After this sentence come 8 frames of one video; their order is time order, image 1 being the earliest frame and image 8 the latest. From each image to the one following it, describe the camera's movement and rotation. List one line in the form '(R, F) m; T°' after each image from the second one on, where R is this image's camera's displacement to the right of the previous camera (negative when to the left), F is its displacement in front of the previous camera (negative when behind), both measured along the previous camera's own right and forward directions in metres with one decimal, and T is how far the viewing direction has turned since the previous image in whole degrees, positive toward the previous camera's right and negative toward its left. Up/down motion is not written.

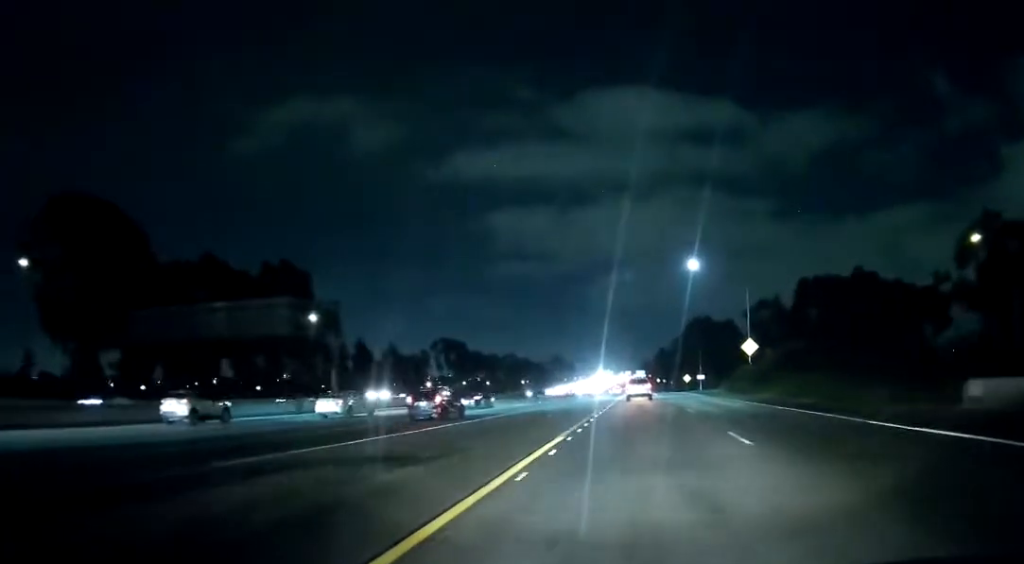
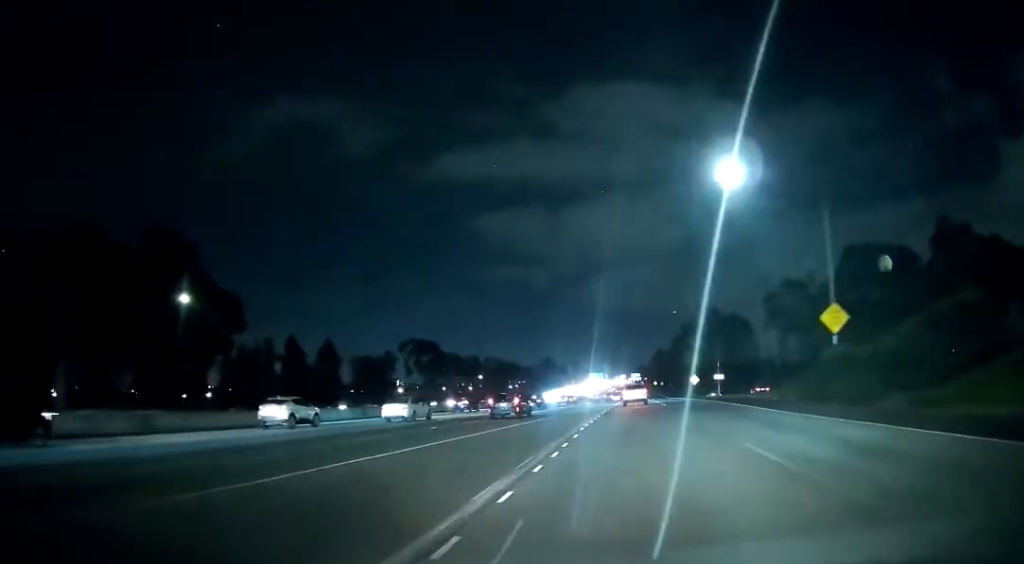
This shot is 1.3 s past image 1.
(+0.3, +32.7) m; +2°
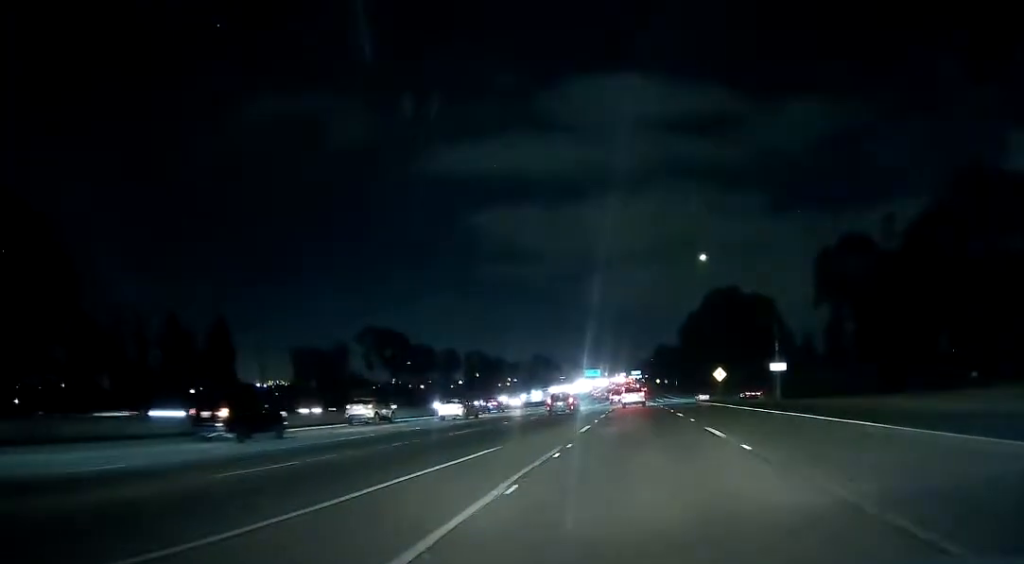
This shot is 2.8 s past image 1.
(+0.2, +38.0) m; -1°
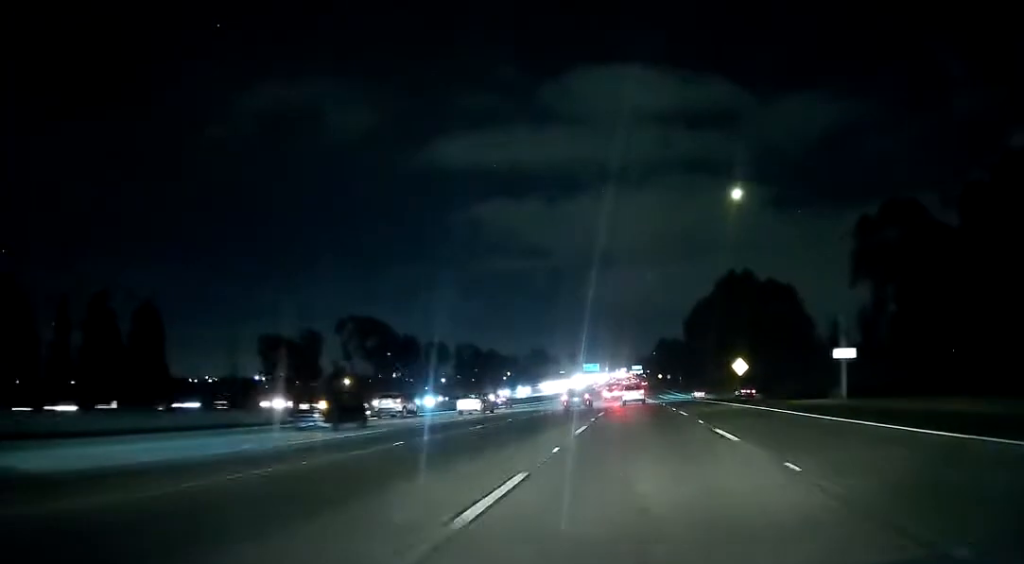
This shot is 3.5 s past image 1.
(-0.2, +17.8) m; -1°
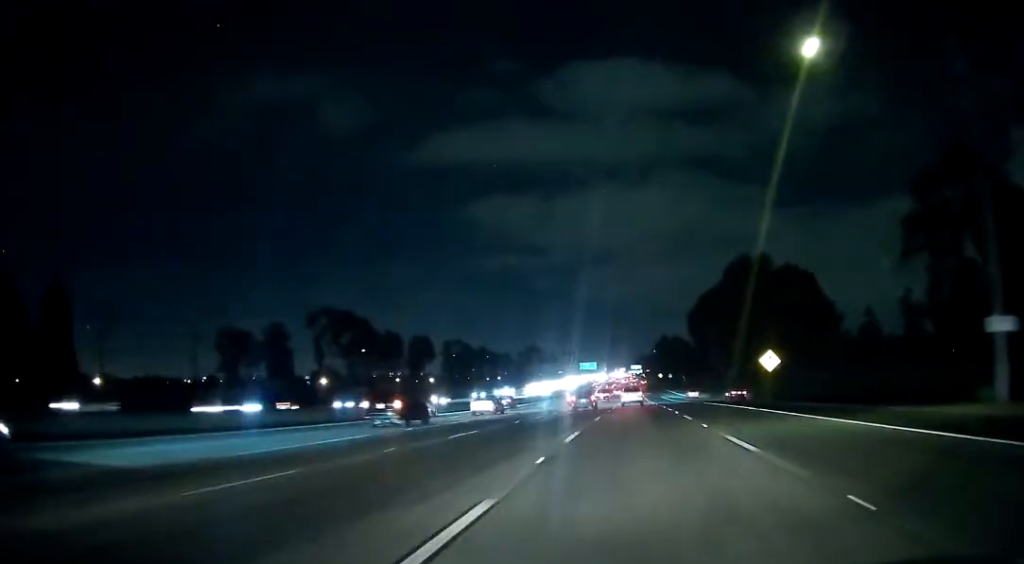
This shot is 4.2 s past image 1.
(0.0, +17.9) m; 0°
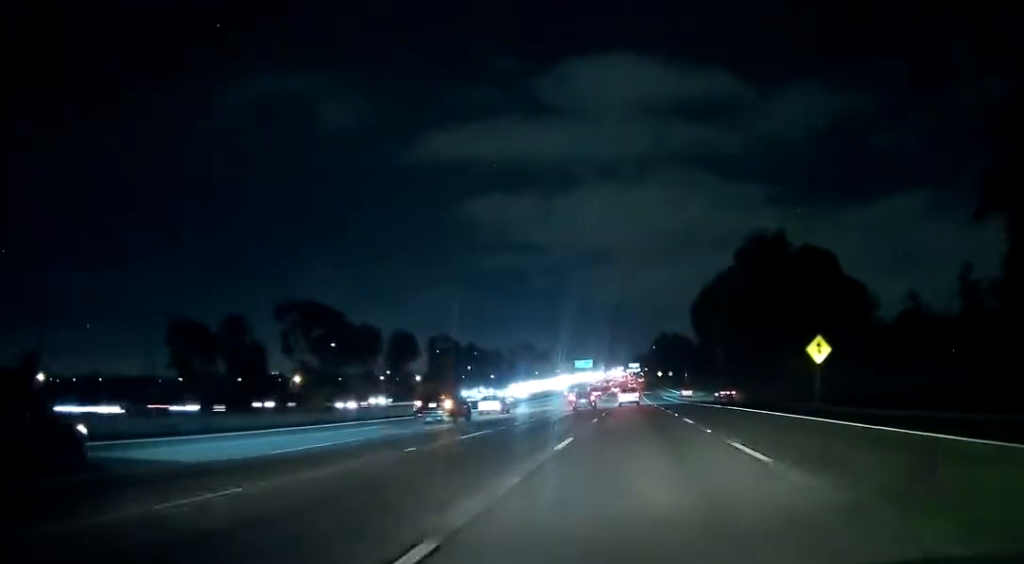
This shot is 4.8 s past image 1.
(0.0, +16.3) m; 0°
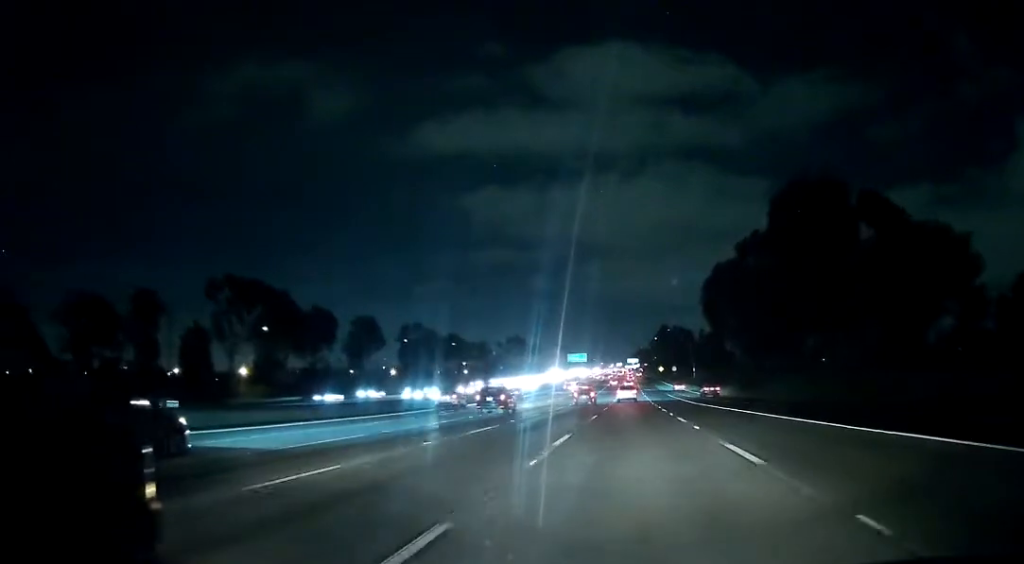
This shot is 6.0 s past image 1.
(0.0, +29.4) m; 0°
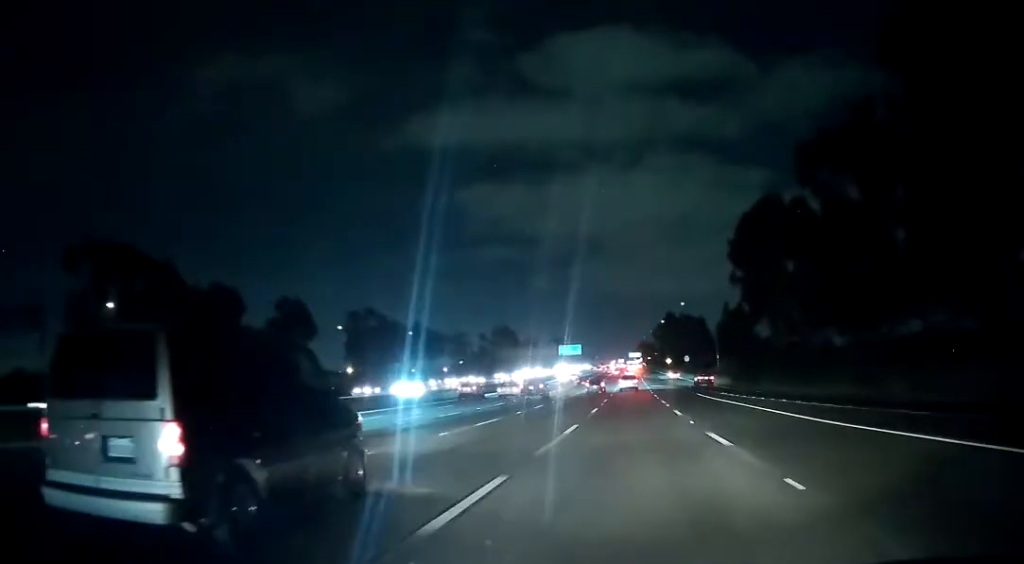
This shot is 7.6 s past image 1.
(0.0, +43.3) m; 0°
